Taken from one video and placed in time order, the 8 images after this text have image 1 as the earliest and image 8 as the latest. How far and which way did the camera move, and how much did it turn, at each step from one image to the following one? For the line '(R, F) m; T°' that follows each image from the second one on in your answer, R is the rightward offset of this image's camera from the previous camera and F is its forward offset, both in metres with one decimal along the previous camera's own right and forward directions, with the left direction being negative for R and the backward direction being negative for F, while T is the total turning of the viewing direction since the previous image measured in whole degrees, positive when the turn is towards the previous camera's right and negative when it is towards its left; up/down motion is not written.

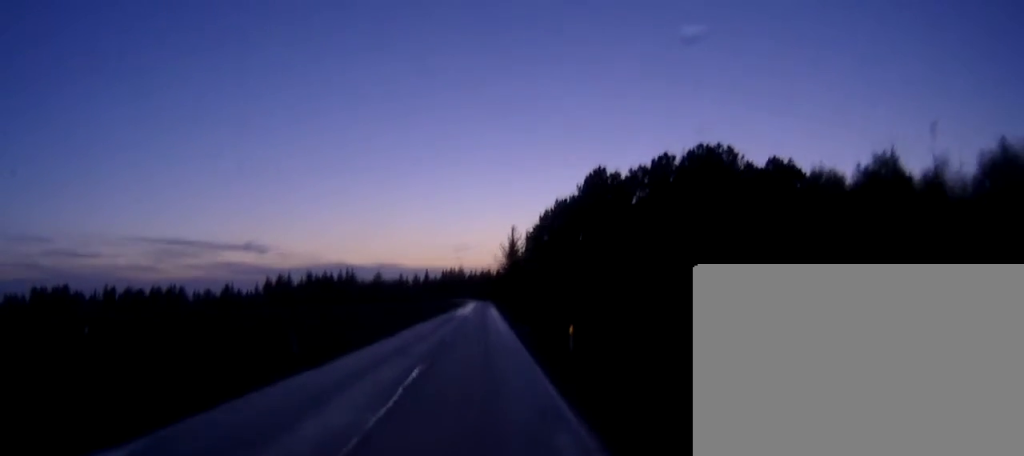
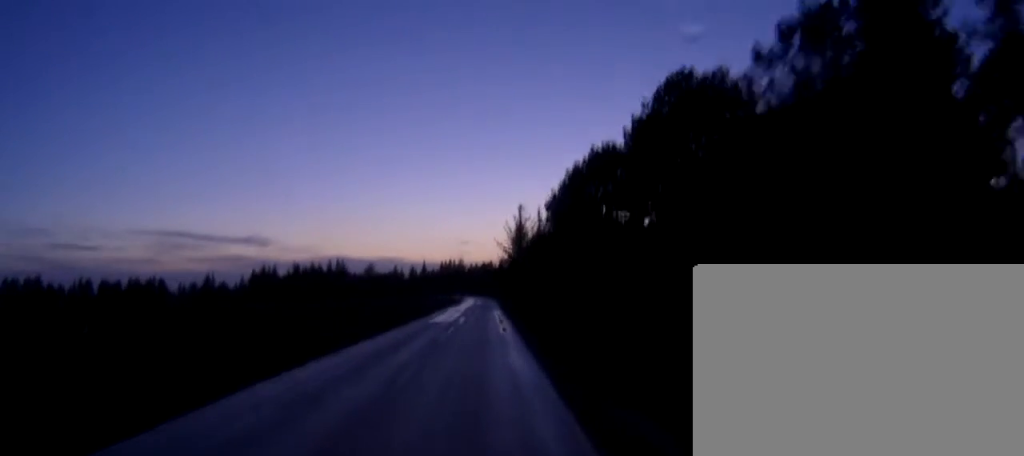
(+0.2, +32.9) m; +1°
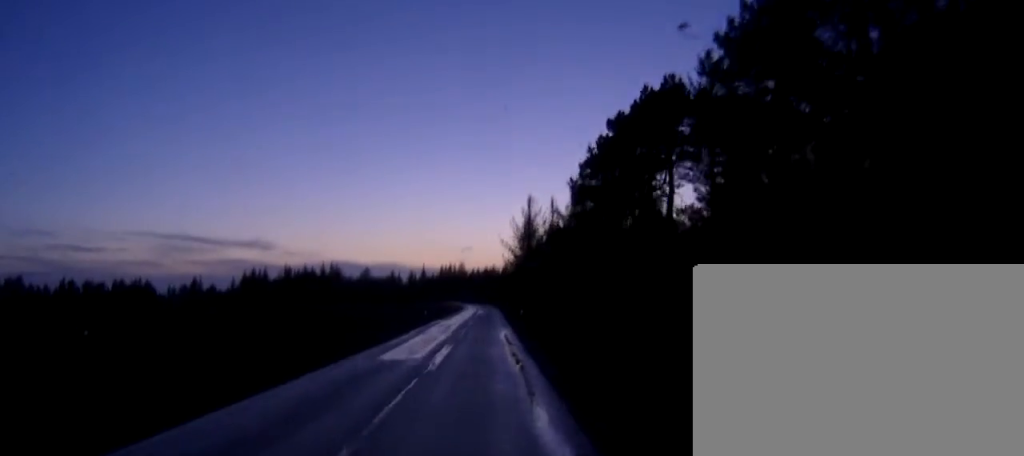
(0.0, +21.9) m; 0°
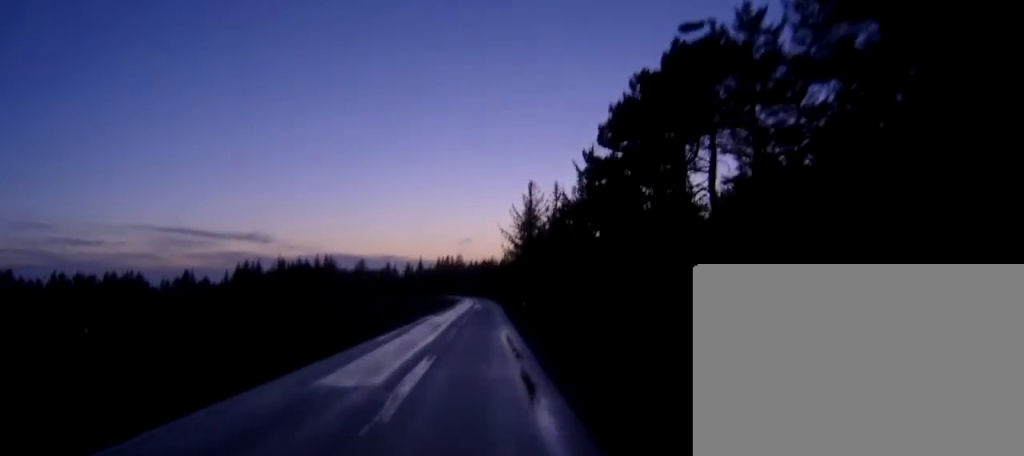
(0.0, +8.6) m; 0°
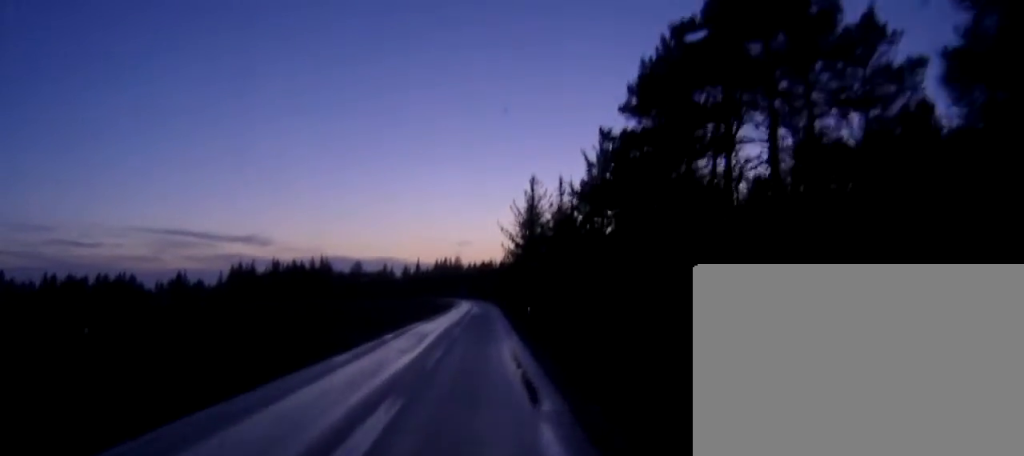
(0.0, +7.9) m; 0°
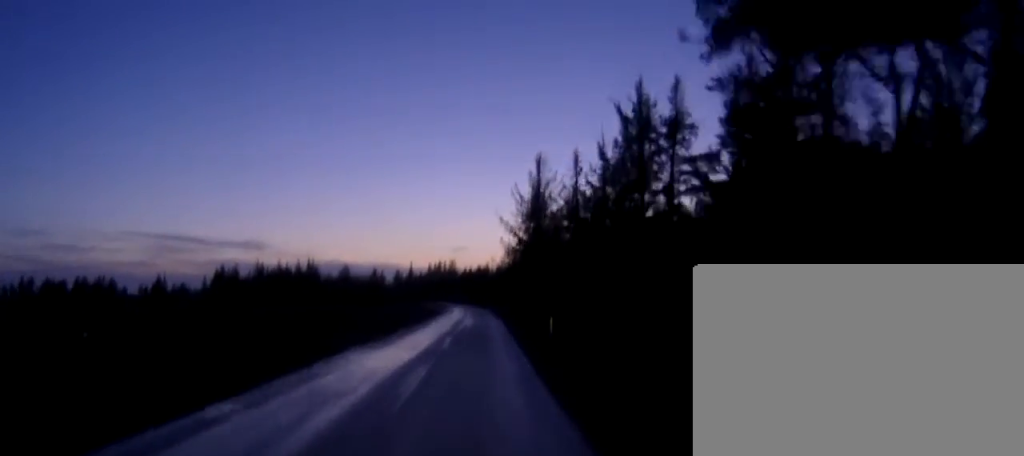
(-0.2, +20.3) m; 0°
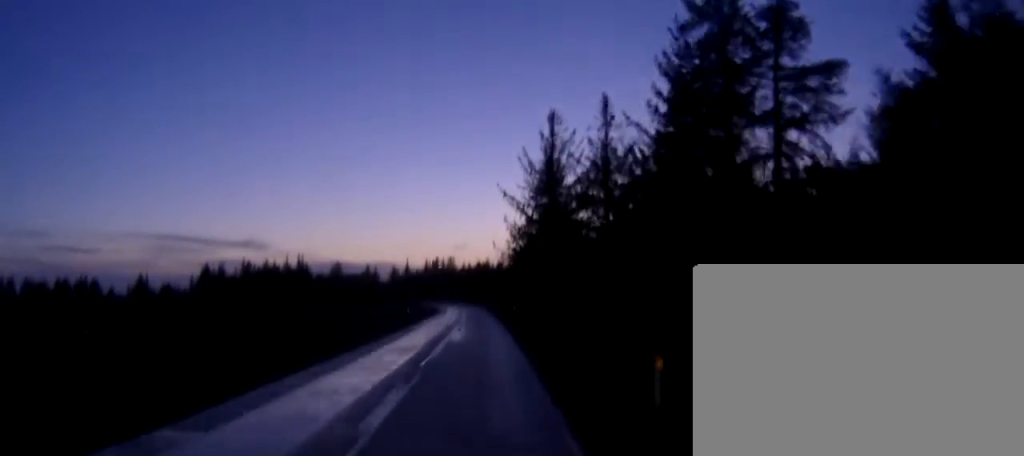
(+0.2, +19.5) m; 0°
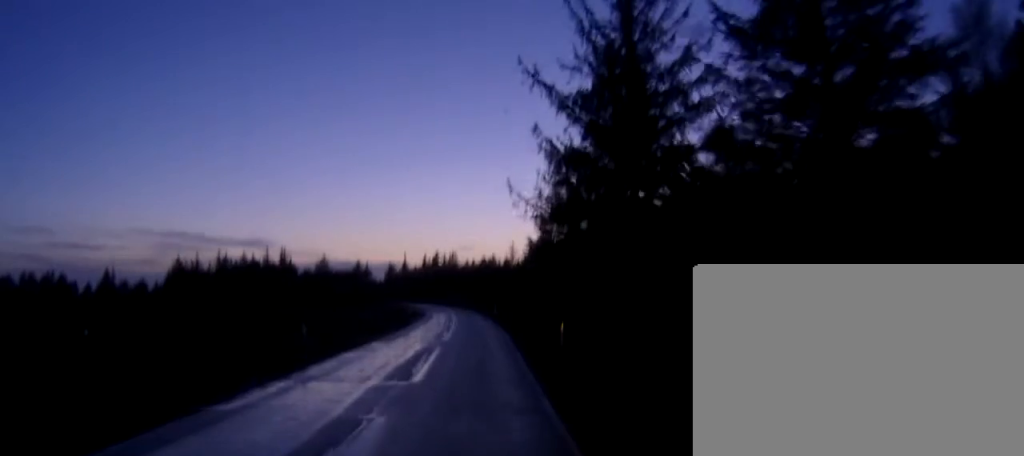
(-0.3, +36.6) m; -2°
